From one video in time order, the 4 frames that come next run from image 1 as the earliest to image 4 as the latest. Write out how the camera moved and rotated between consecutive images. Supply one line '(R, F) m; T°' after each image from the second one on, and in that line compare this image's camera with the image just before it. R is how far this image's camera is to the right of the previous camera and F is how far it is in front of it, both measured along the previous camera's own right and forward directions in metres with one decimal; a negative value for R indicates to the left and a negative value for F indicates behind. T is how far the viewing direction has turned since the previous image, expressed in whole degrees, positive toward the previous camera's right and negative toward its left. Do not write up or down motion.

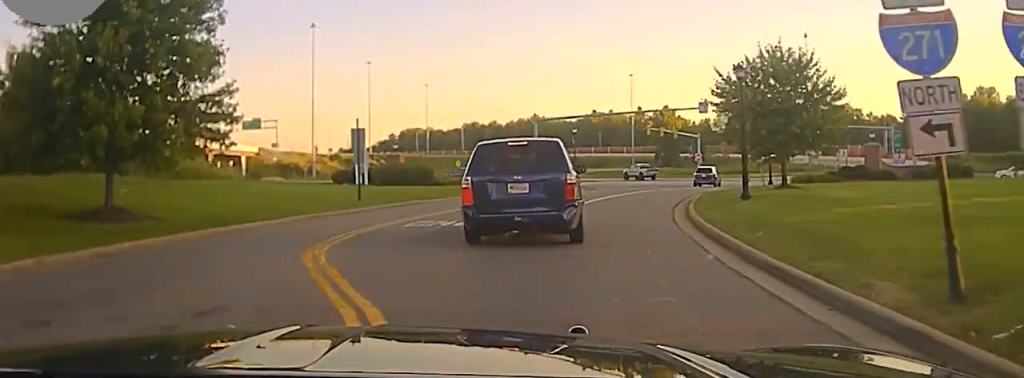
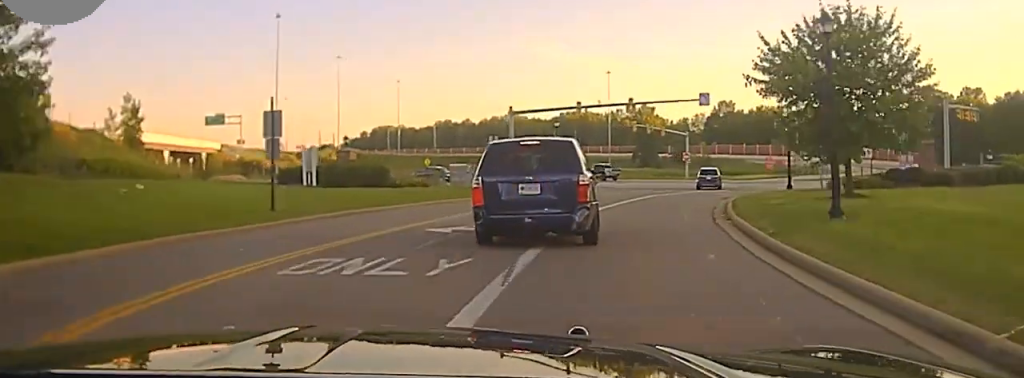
(0.0, +8.4) m; 0°
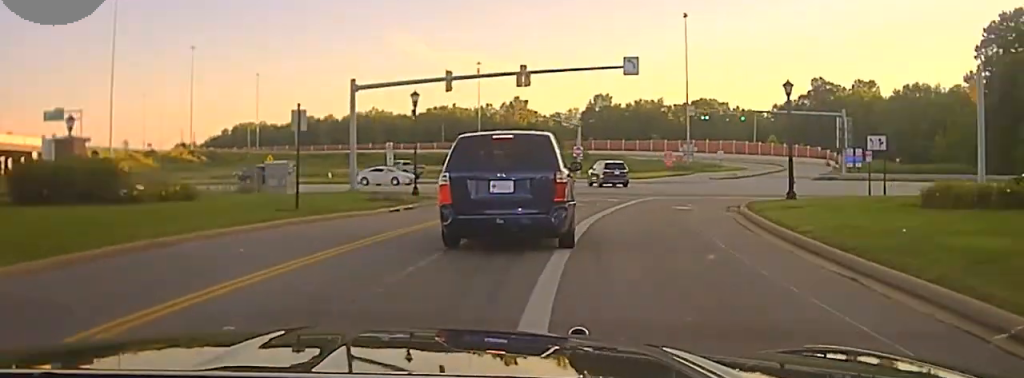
(0.0, +18.1) m; 0°
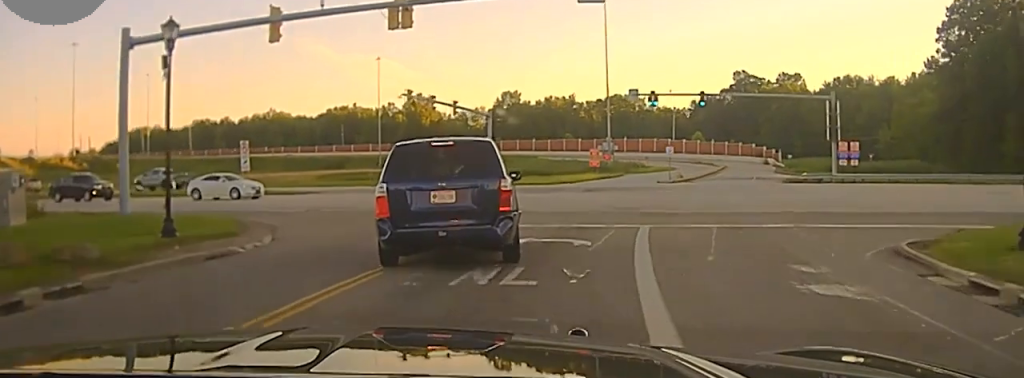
(0.0, +18.9) m; 0°
